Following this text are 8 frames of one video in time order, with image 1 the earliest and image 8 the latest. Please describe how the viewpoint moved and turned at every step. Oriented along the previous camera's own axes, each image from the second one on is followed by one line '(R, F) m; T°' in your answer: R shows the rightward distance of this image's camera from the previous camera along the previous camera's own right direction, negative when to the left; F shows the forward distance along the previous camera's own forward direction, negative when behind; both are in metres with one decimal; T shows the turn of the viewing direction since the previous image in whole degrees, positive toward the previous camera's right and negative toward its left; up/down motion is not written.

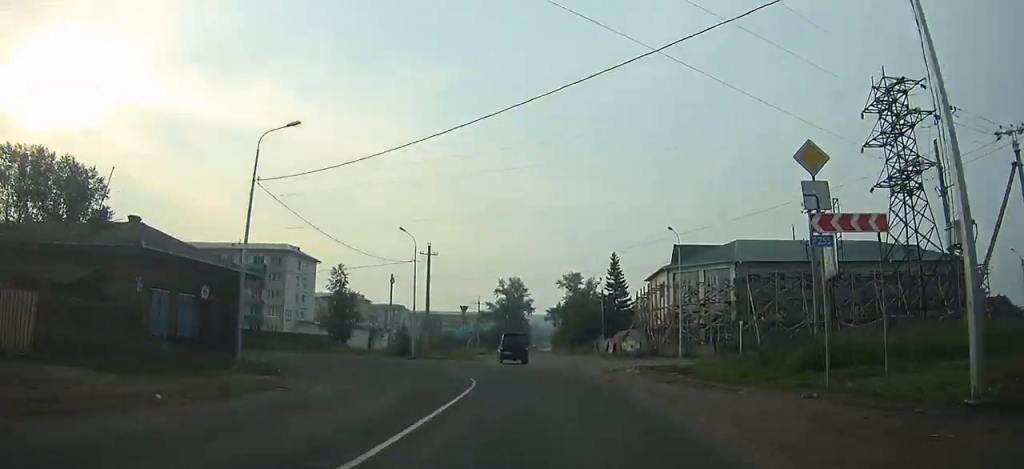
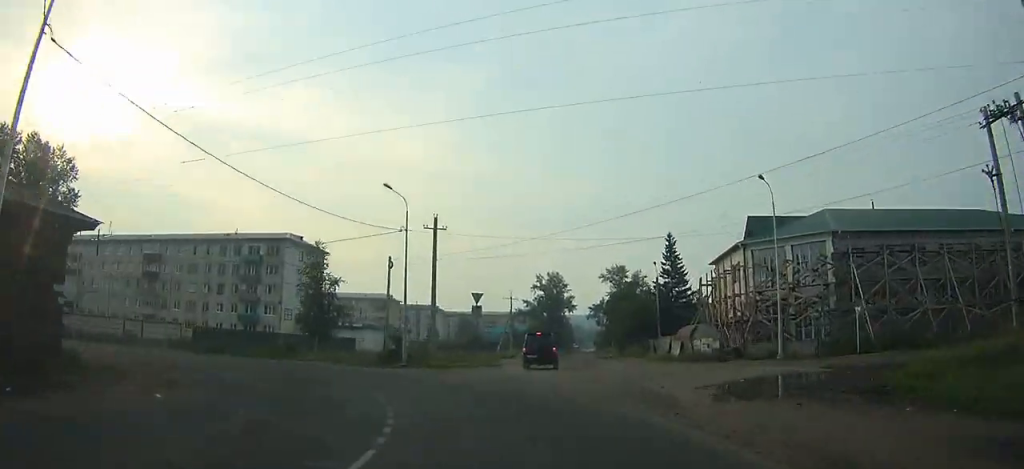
(+1.2, +14.6) m; -5°
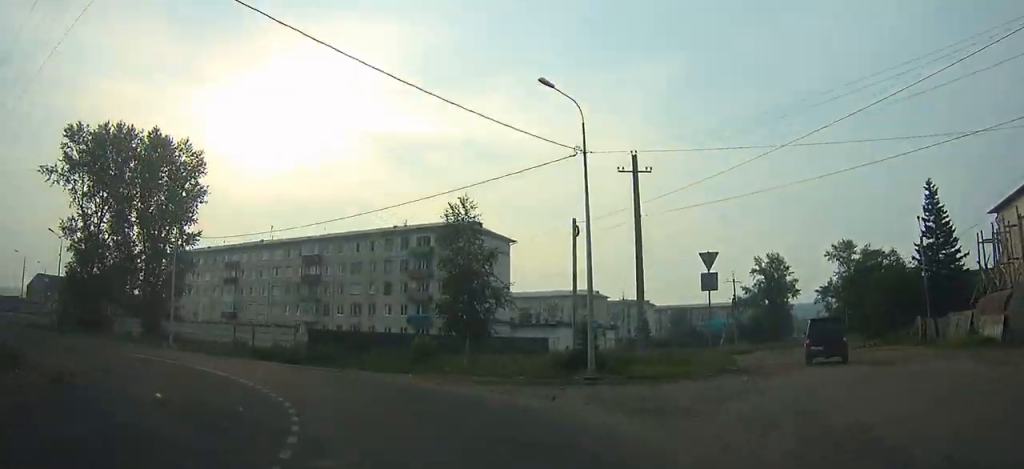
(-3.2, +14.9) m; -23°
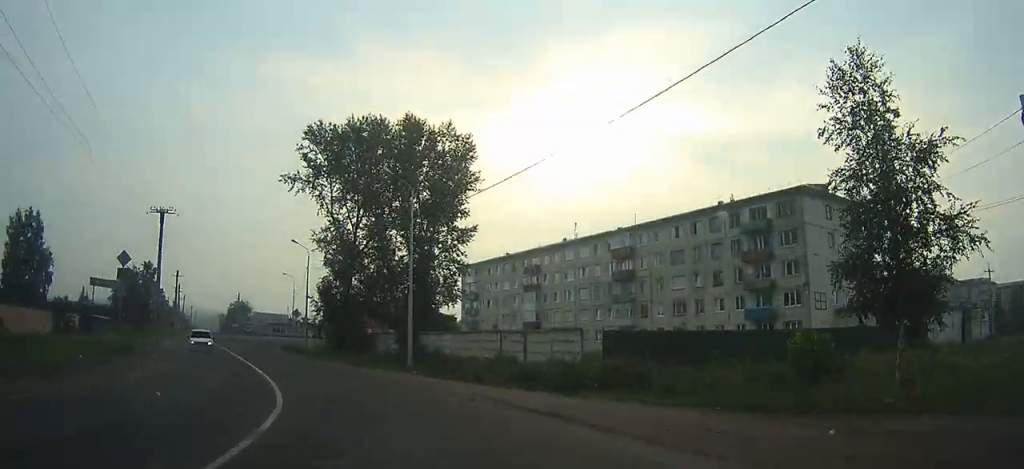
(-2.9, +15.7) m; -25°
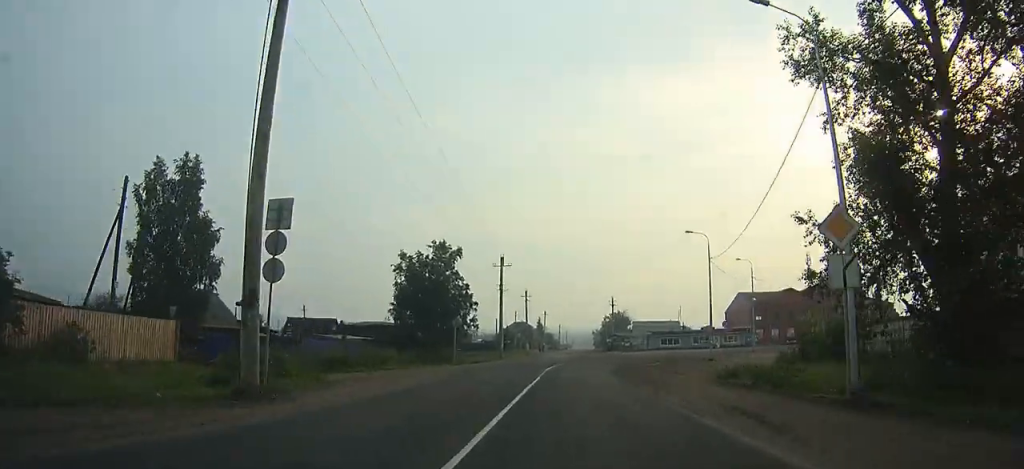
(-19.3, +38.9) m; -33°
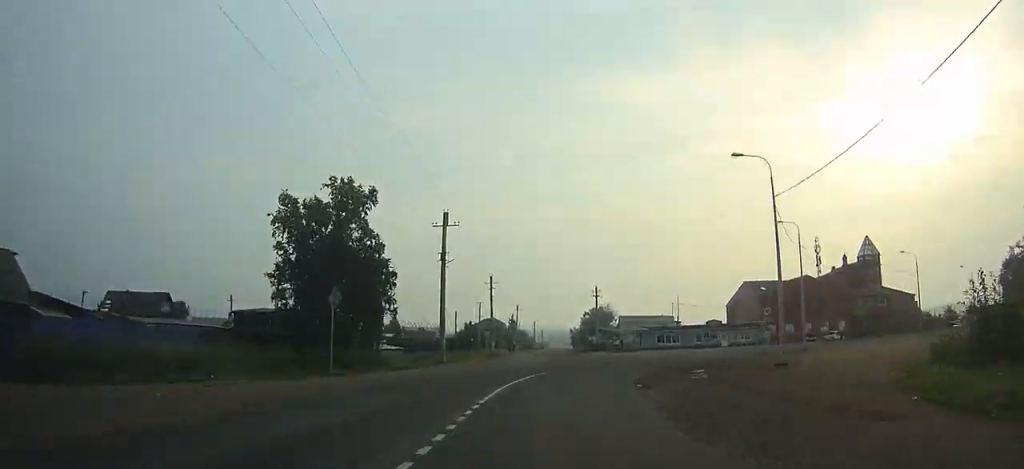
(0.0, +16.8) m; +4°
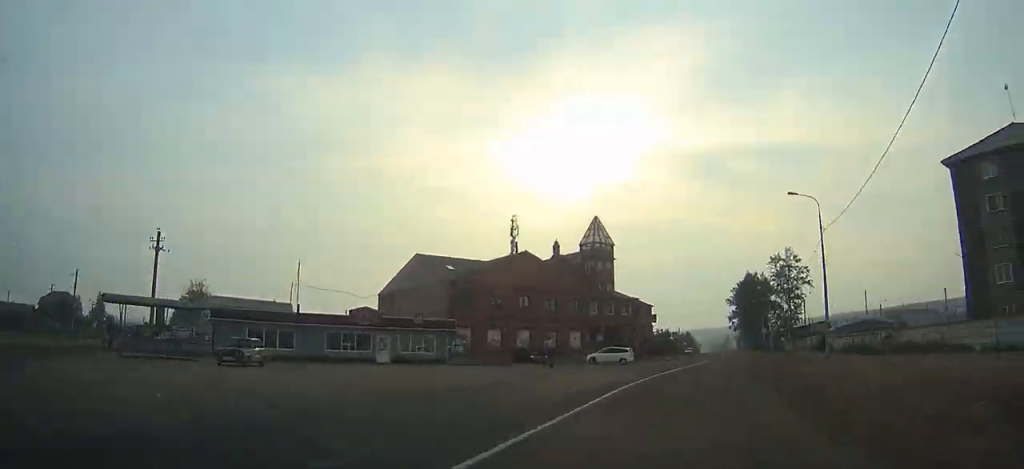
(+6.8, +42.7) m; +30°
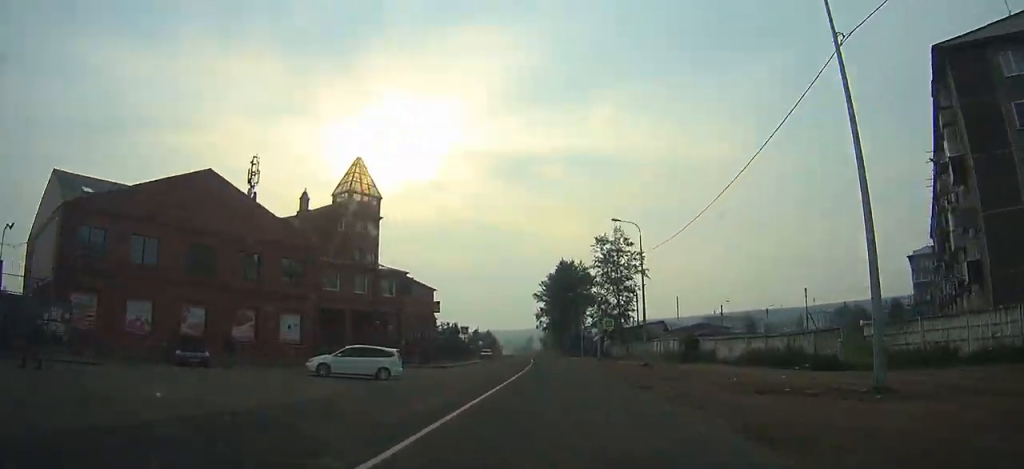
(+6.5, +26.0) m; +16°
